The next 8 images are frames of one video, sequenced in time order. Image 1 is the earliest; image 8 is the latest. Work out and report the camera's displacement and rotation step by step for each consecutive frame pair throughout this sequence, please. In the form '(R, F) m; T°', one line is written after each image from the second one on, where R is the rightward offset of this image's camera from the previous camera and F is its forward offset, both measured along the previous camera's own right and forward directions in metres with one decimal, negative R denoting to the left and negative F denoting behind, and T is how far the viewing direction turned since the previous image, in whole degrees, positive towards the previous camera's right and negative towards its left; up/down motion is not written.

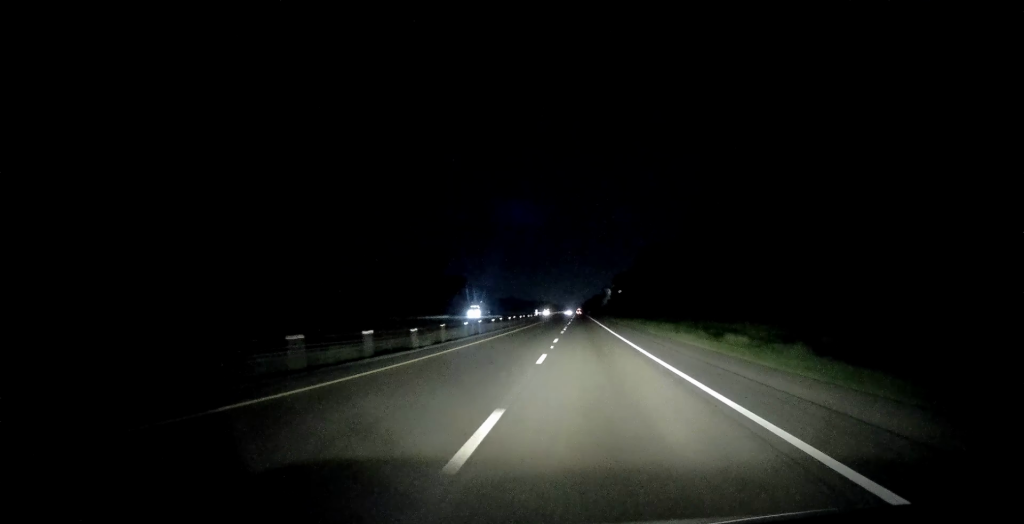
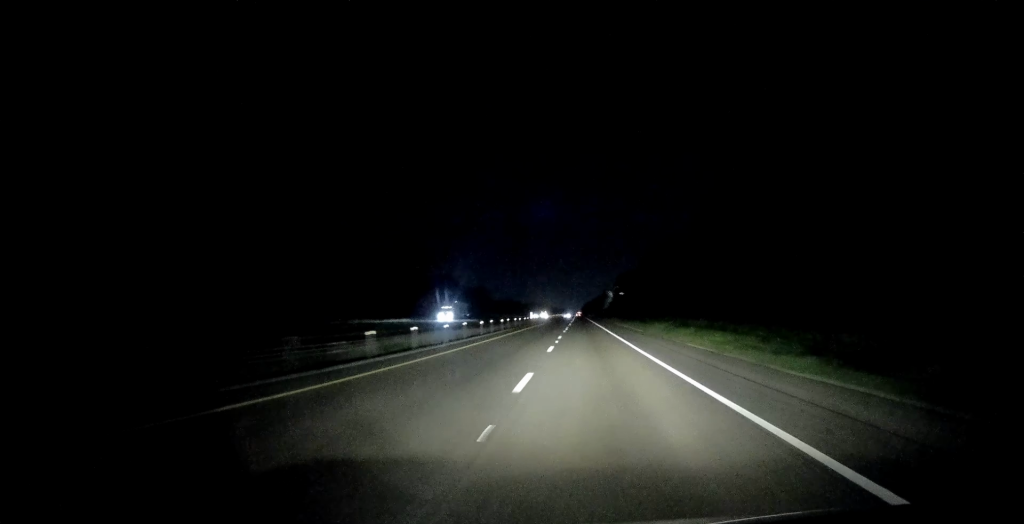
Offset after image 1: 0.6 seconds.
(+0.1, +19.3) m; 0°
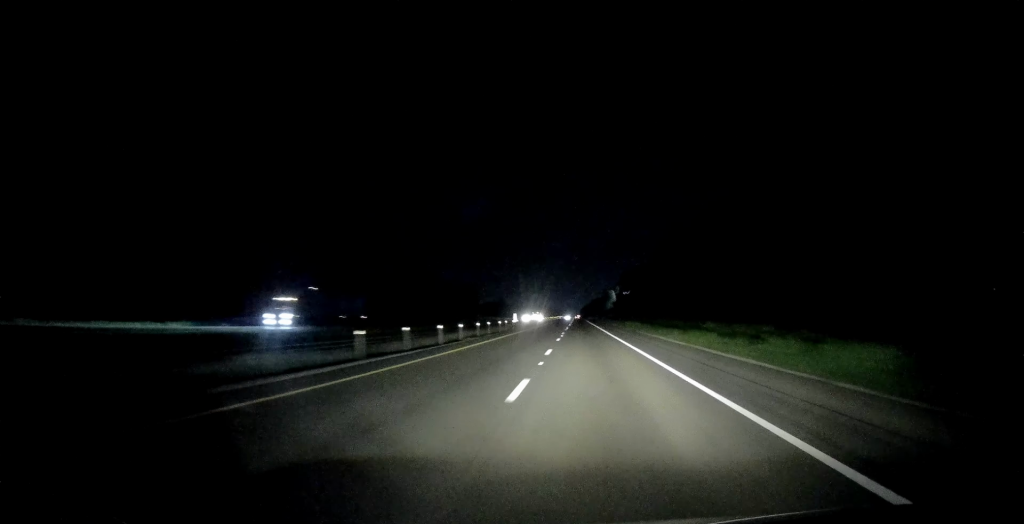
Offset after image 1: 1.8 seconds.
(+0.1, +37.5) m; 0°
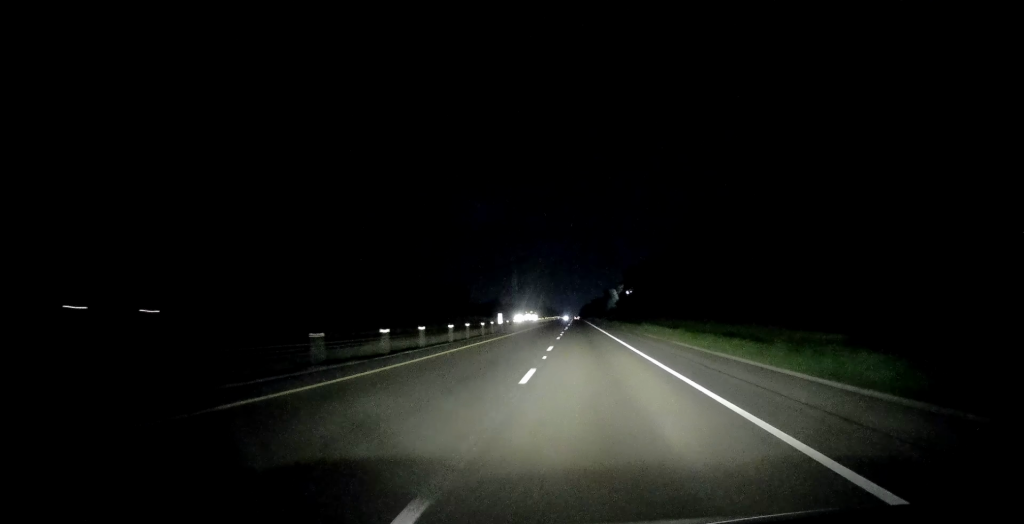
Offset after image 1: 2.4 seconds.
(-0.2, +21.4) m; 0°
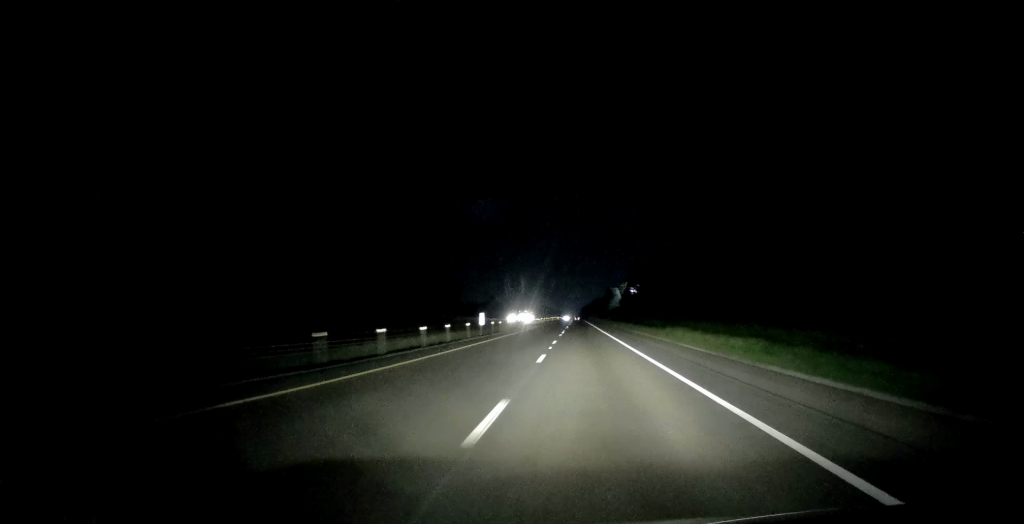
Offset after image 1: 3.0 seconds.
(0.0, +18.2) m; 0°
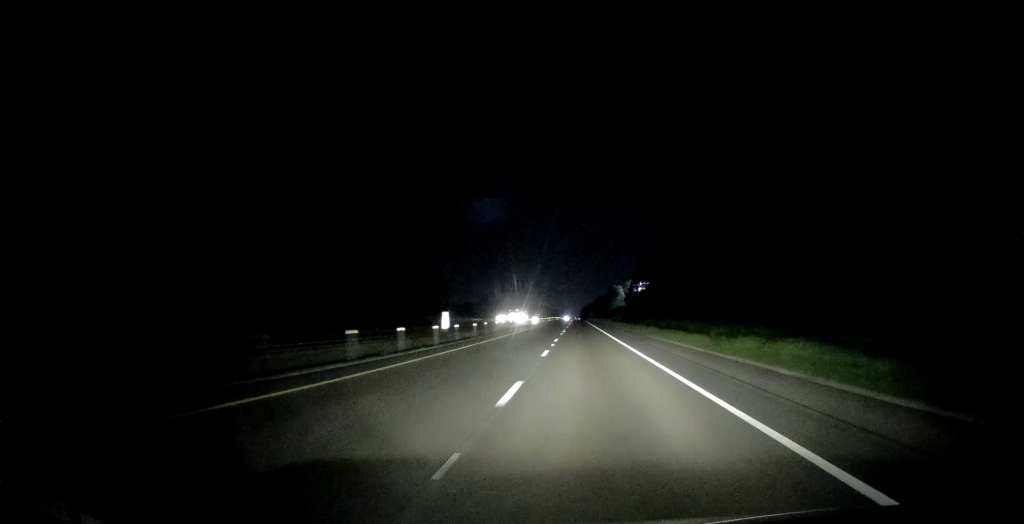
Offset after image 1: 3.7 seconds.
(+0.5, +21.3) m; 0°
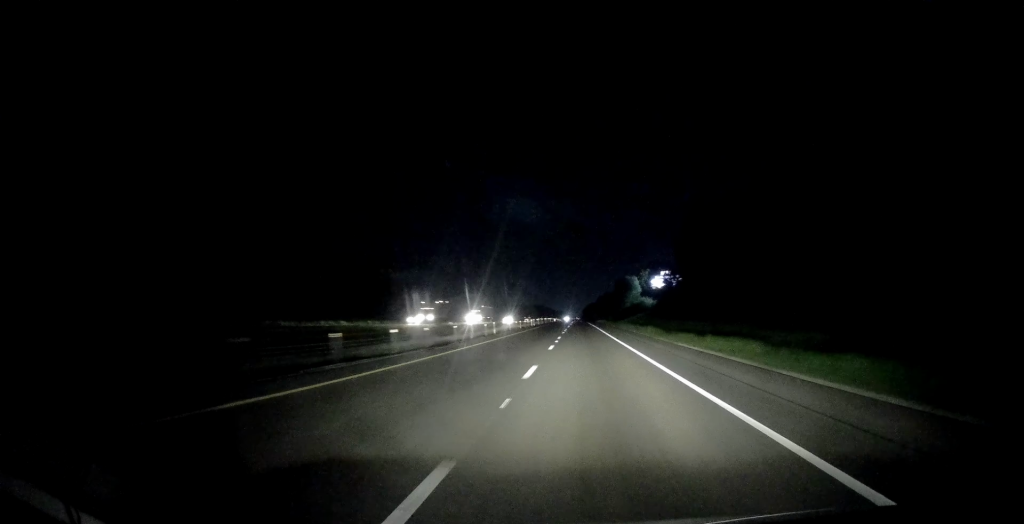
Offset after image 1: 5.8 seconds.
(-0.5, +67.2) m; 0°
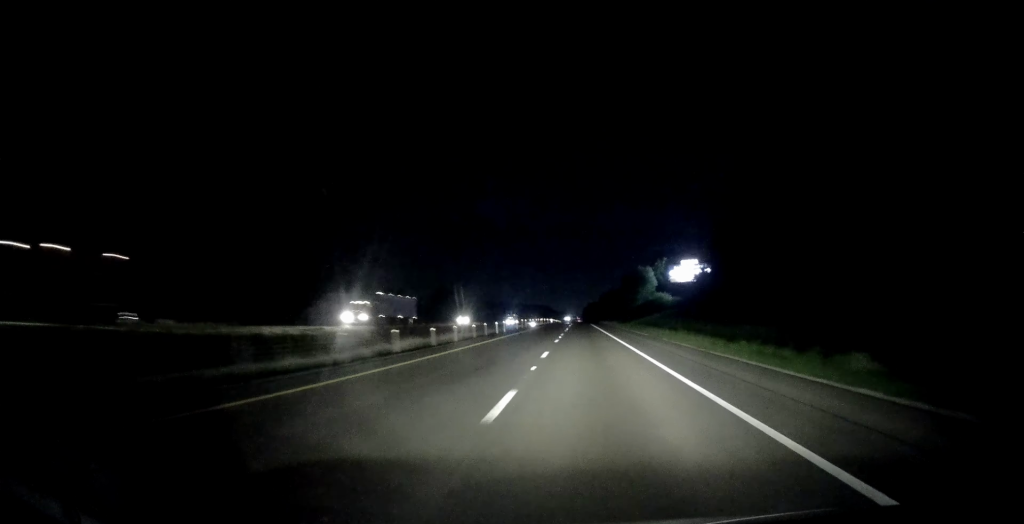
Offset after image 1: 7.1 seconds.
(-0.3, +42.1) m; 0°
